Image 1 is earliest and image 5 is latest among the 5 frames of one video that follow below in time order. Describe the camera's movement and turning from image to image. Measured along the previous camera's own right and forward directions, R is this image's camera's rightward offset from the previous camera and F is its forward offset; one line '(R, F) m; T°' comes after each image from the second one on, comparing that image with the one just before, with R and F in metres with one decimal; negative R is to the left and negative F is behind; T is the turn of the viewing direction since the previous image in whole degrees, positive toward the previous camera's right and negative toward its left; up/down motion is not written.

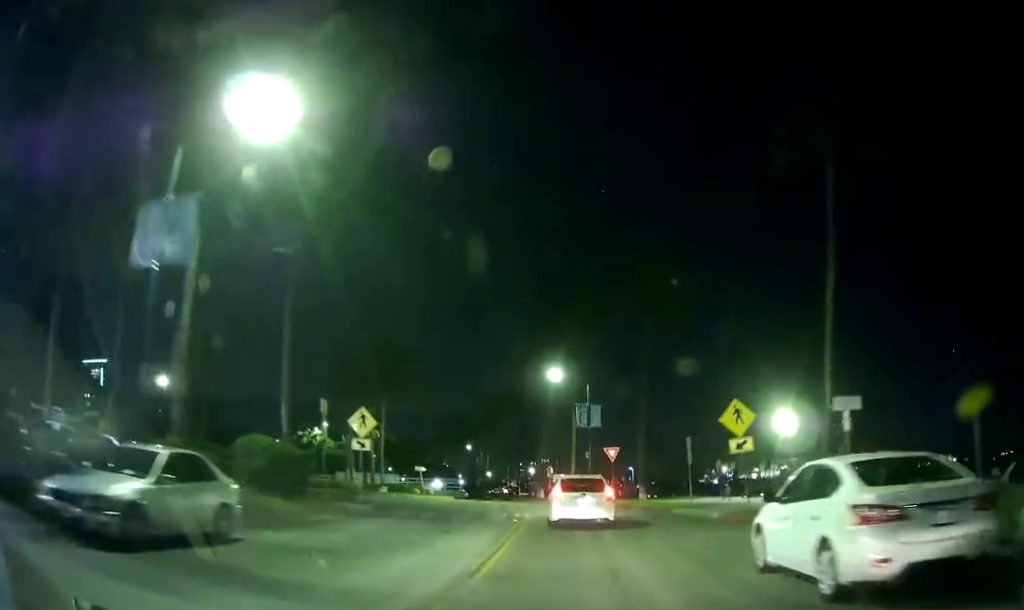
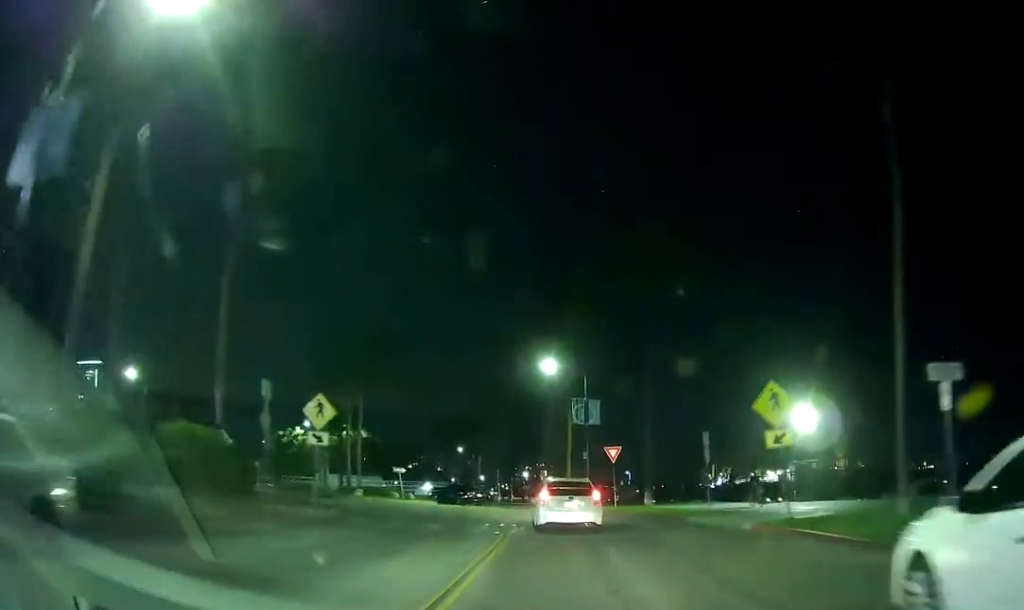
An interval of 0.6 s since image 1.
(-0.1, +5.1) m; 0°
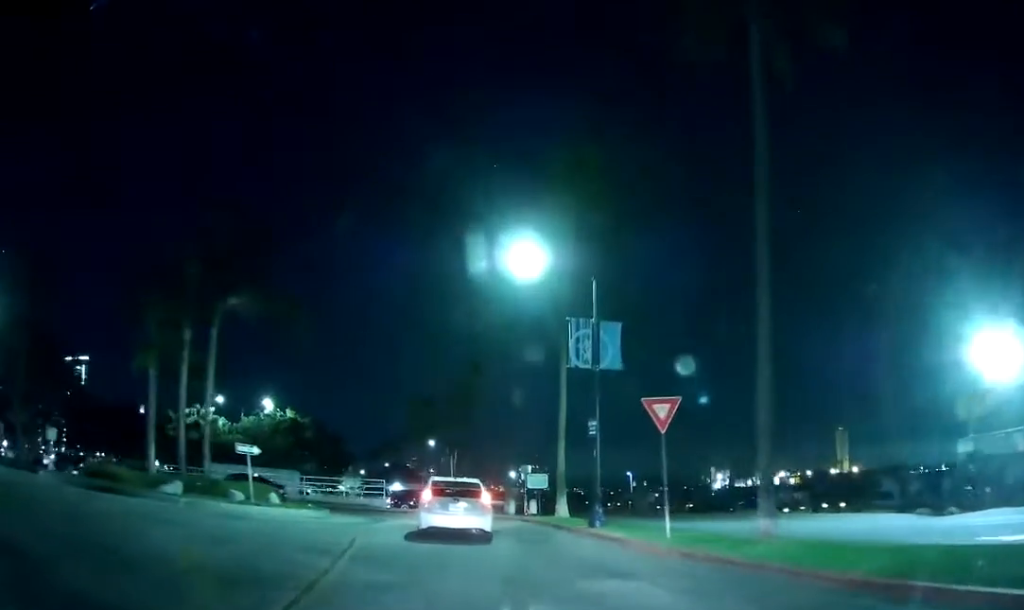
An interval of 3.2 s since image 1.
(+0.1, +21.2) m; +1°
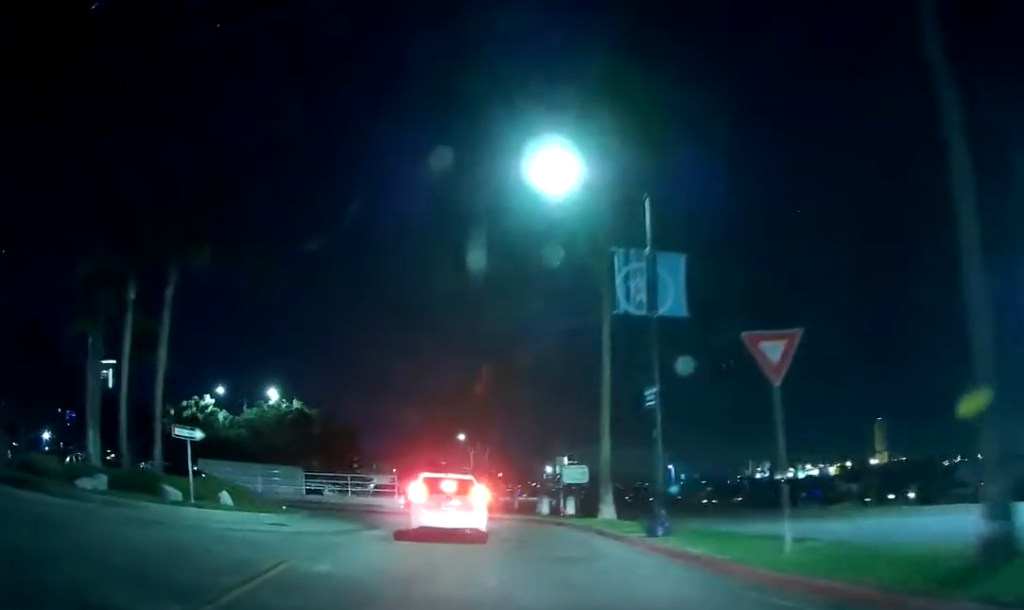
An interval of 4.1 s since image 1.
(+0.2, +6.2) m; 0°
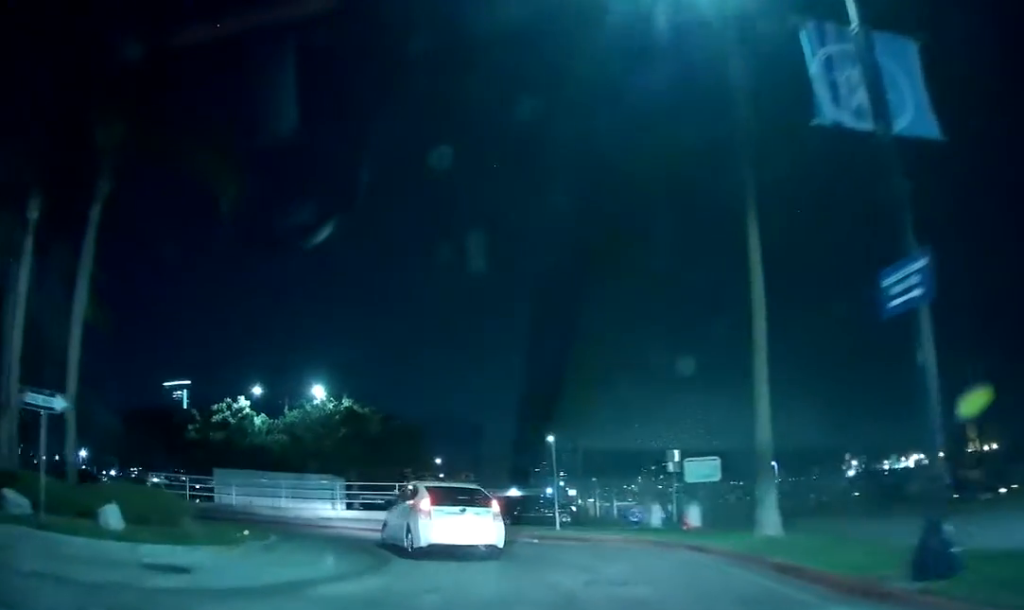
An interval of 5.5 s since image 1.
(-0.8, +8.9) m; -10°
